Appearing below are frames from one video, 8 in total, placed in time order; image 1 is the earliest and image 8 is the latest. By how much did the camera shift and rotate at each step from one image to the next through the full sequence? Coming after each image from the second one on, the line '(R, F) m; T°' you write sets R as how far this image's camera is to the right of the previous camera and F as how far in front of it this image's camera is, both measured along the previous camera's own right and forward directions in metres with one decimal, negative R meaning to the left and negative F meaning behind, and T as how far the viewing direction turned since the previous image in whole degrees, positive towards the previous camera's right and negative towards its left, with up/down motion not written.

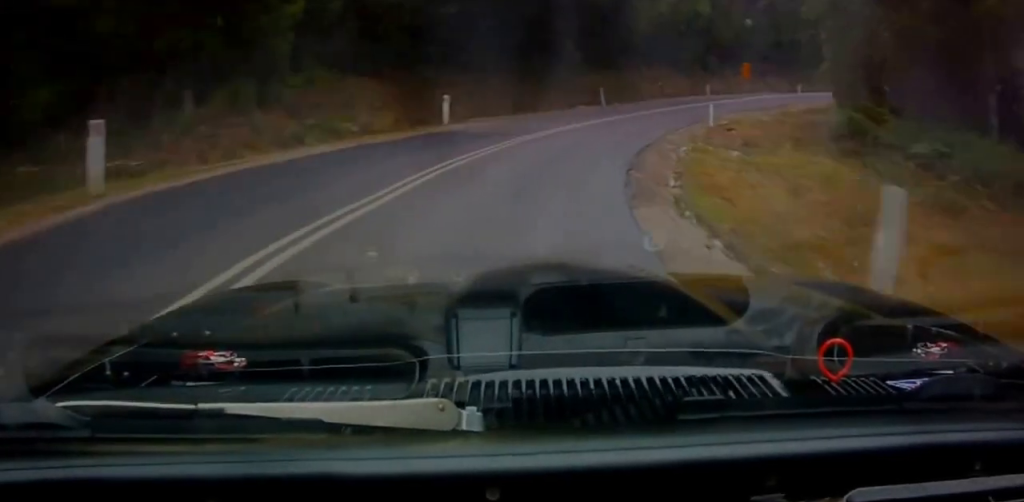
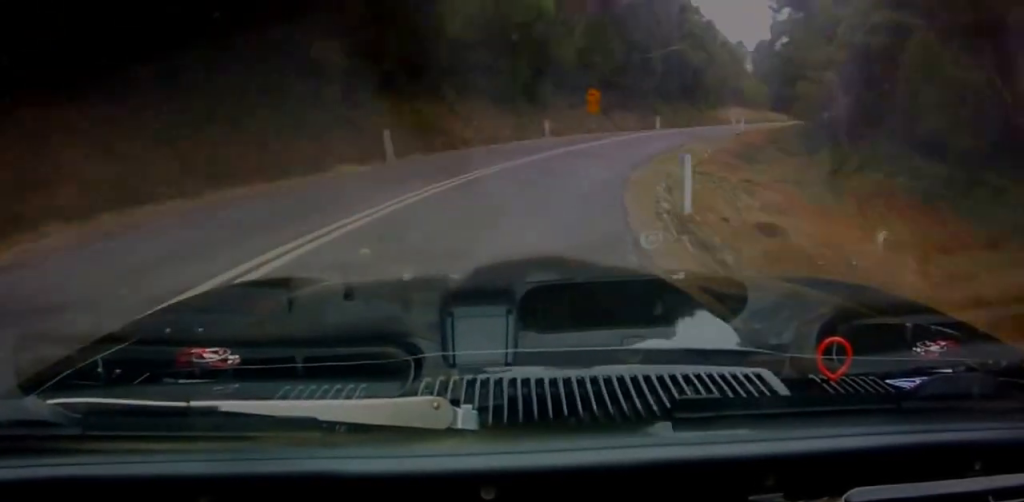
(+1.6, +14.3) m; +14°
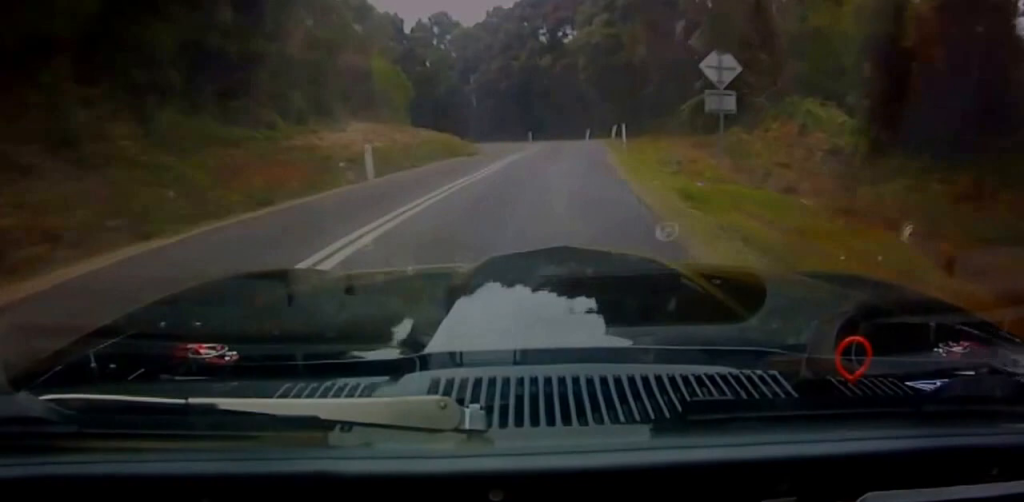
(+9.6, +29.7) m; +34°
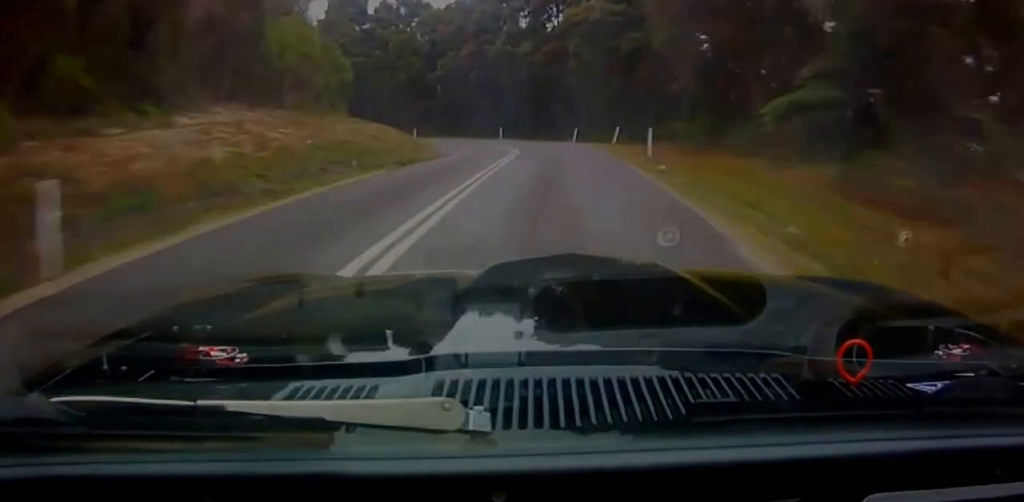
(+0.9, +10.8) m; +3°
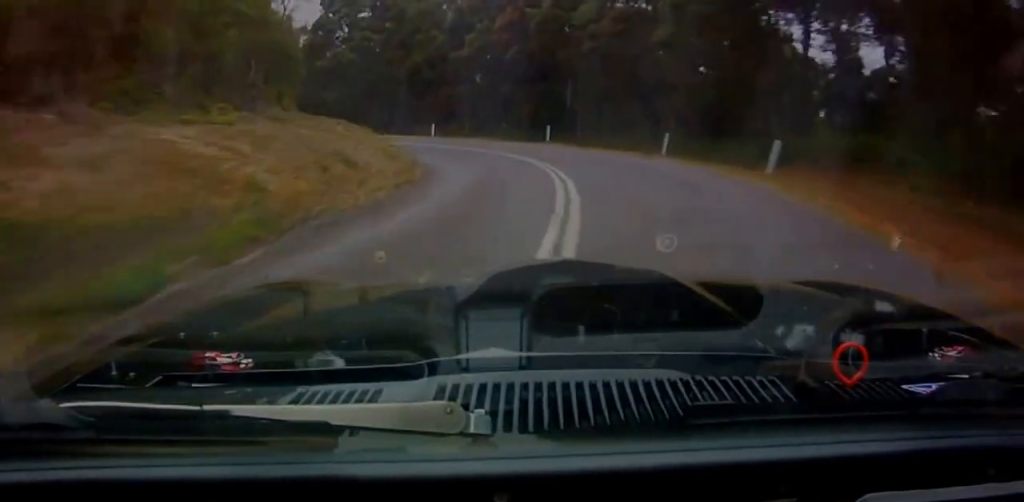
(+0.4, +13.9) m; +2°
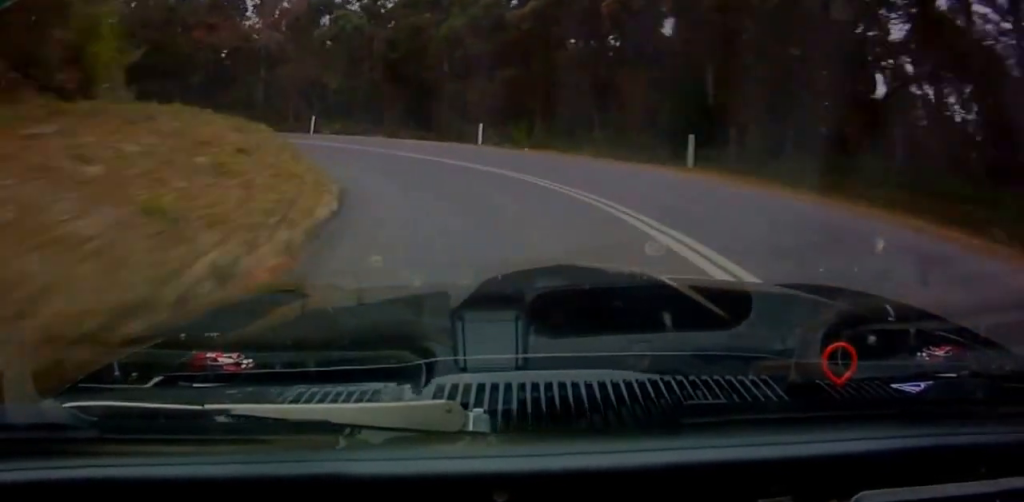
(0.0, +16.6) m; -4°
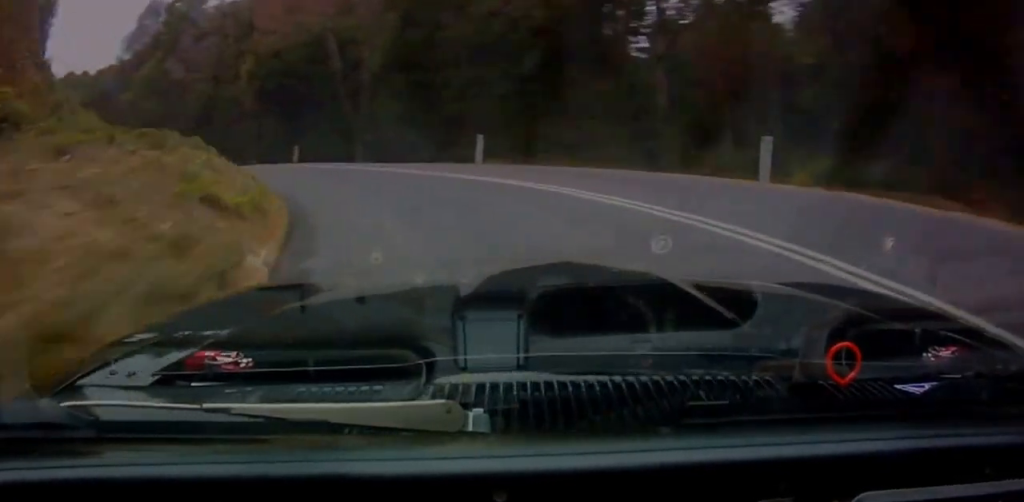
(-2.3, +17.1) m; -36°
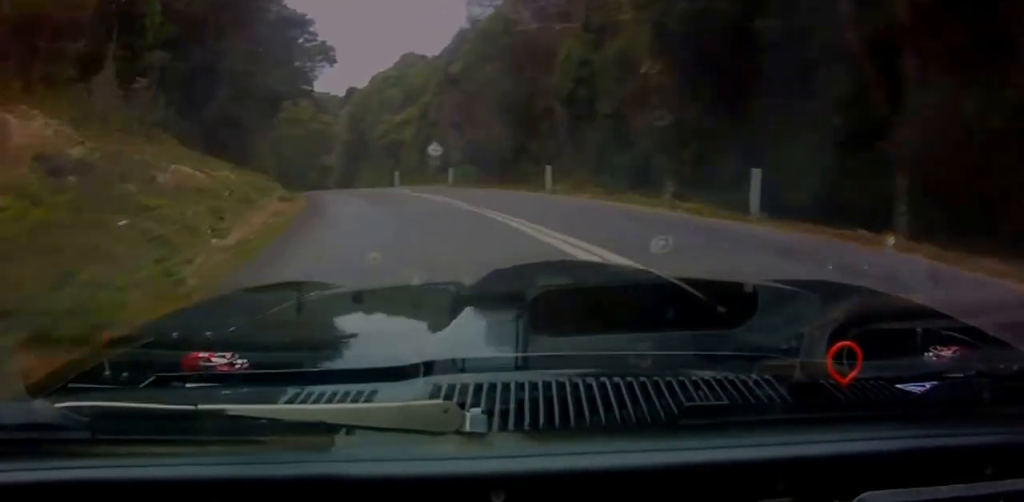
(-7.0, +12.1) m; -47°
